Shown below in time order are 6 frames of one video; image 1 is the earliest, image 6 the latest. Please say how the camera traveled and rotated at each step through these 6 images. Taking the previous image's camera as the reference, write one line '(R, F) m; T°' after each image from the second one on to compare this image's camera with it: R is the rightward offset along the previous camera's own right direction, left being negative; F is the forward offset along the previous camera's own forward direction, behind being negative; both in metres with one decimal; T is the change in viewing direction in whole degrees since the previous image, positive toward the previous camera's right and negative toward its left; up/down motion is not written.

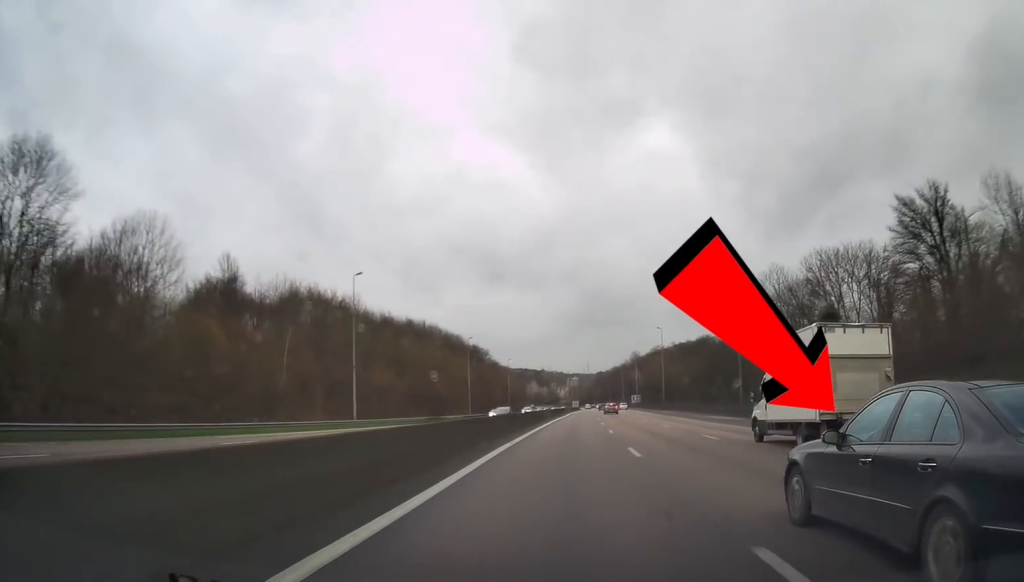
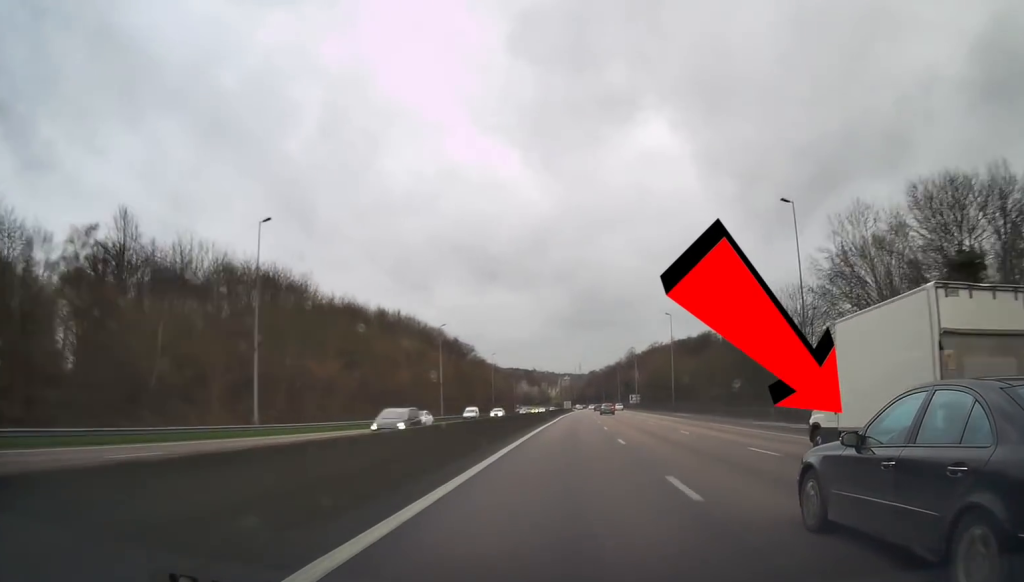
(+0.1, +19.4) m; +1°
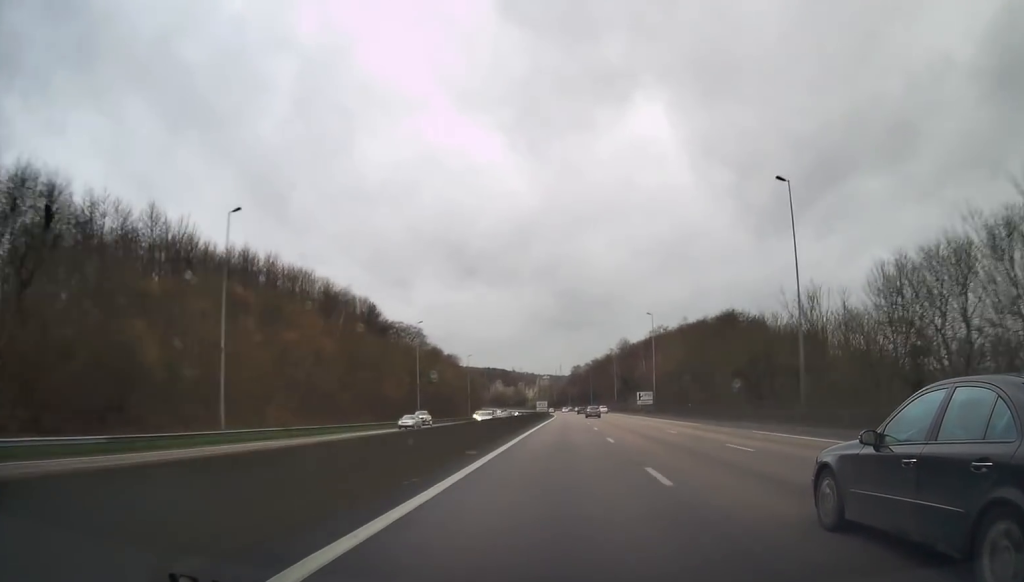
(+1.8, +62.5) m; +3°
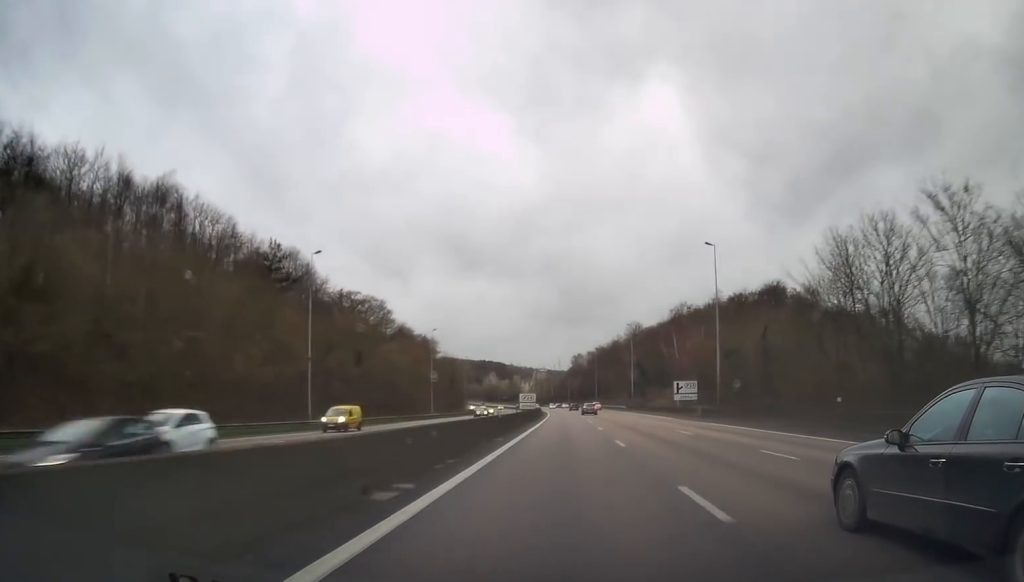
(+0.3, +41.8) m; 0°
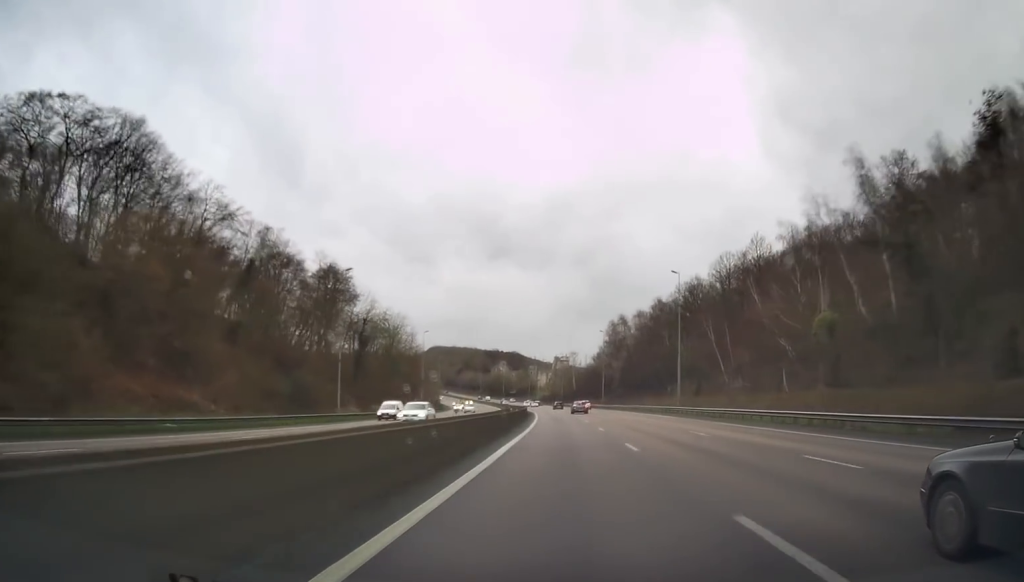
(+0.5, +105.9) m; 0°
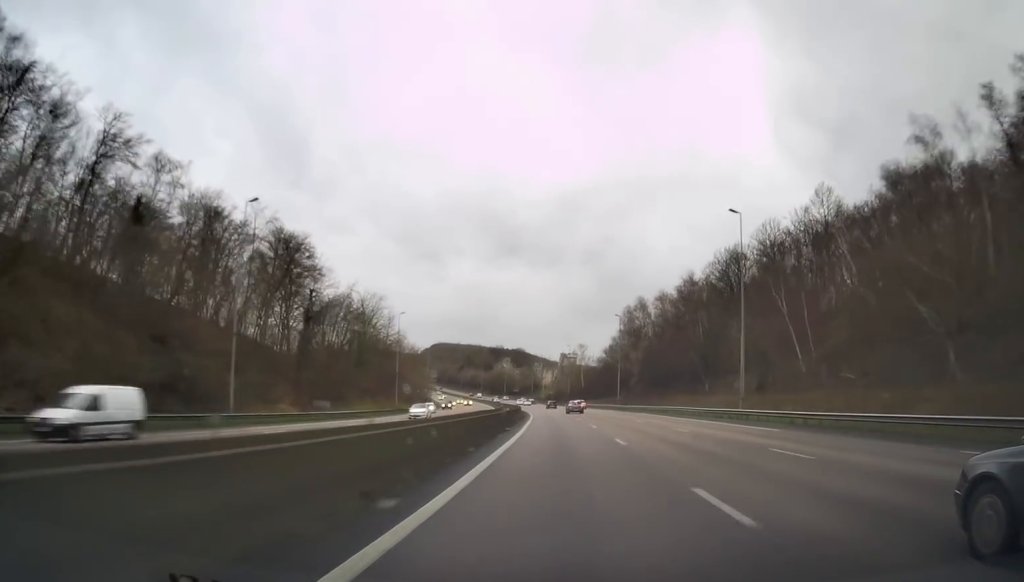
(-0.3, +23.8) m; -1°
